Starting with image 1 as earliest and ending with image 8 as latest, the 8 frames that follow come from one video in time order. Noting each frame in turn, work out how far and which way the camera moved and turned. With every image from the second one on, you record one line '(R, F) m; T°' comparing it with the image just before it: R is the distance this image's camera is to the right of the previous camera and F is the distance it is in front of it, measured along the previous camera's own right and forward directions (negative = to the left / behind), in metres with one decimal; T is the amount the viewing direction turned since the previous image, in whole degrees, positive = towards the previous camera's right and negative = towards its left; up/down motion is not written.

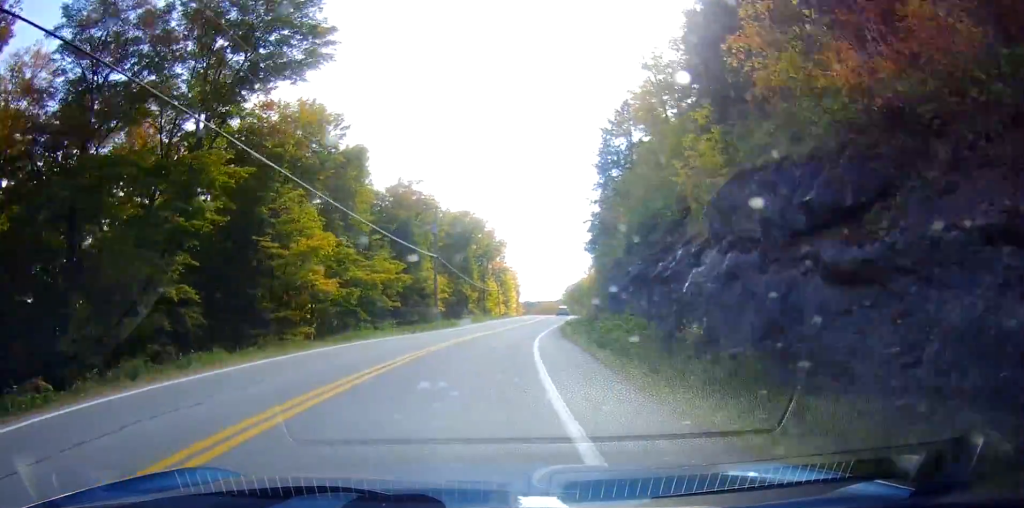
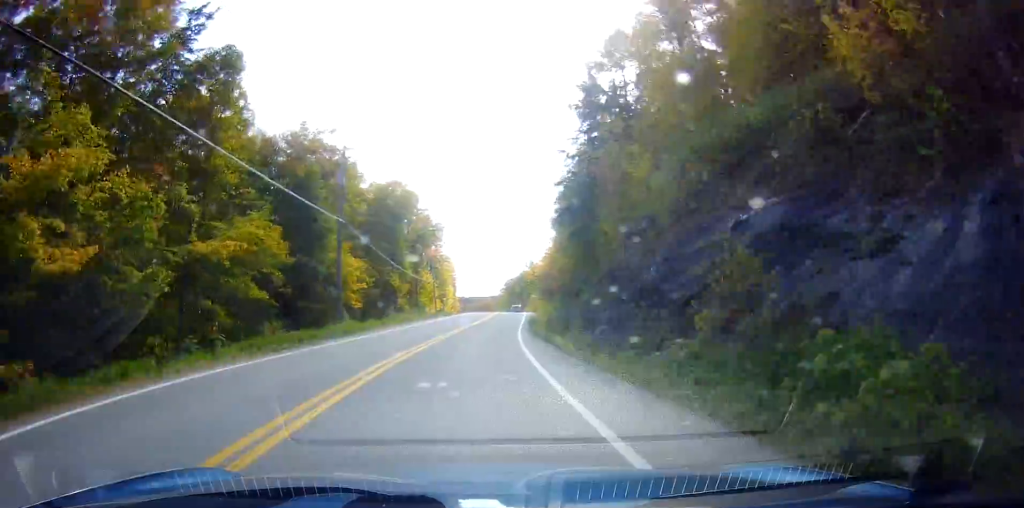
(0.0, +17.8) m; +3°
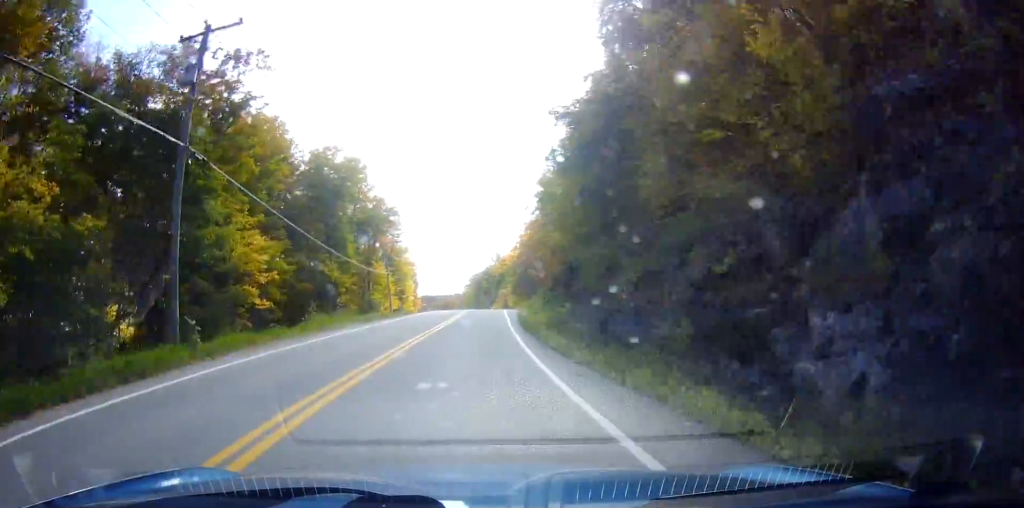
(-0.4, +15.6) m; +5°
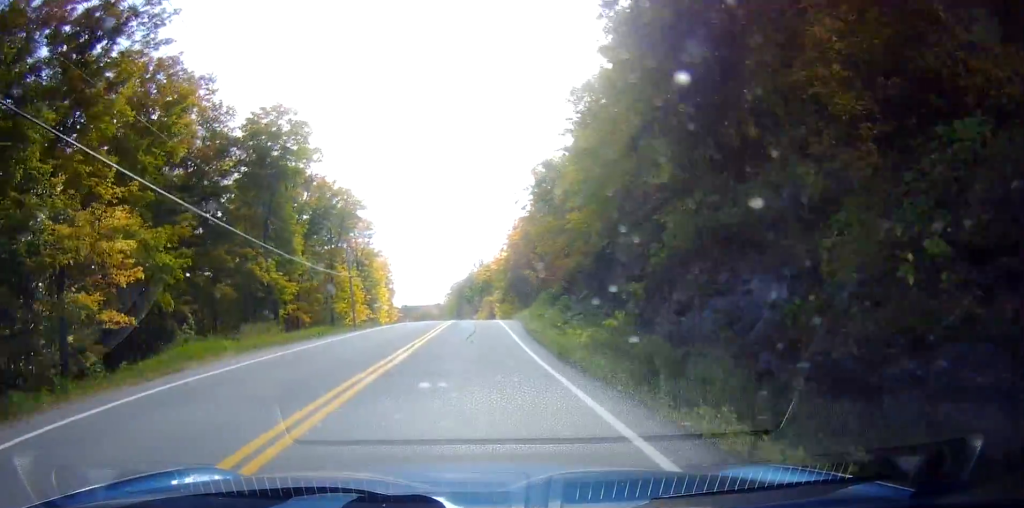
(+1.7, +13.1) m; +3°
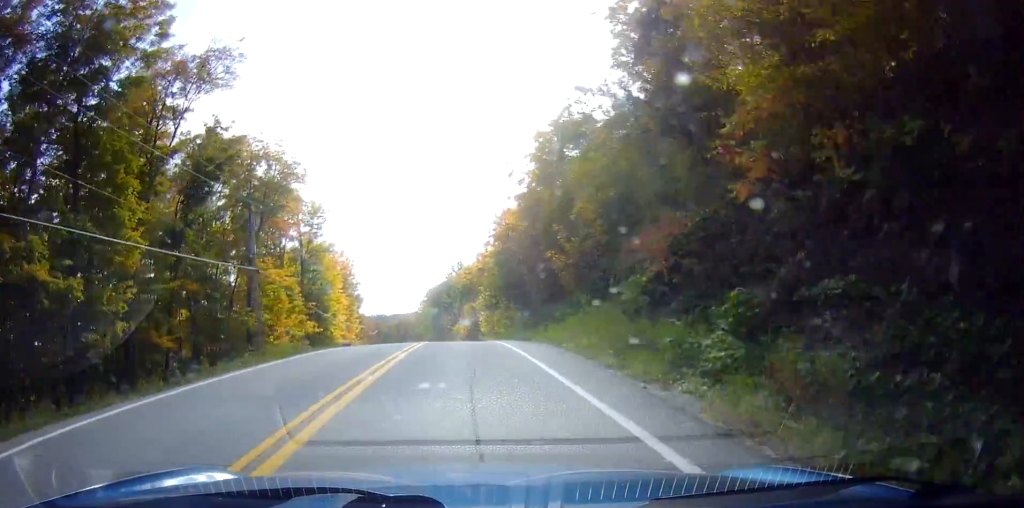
(+0.6, +21.7) m; 0°
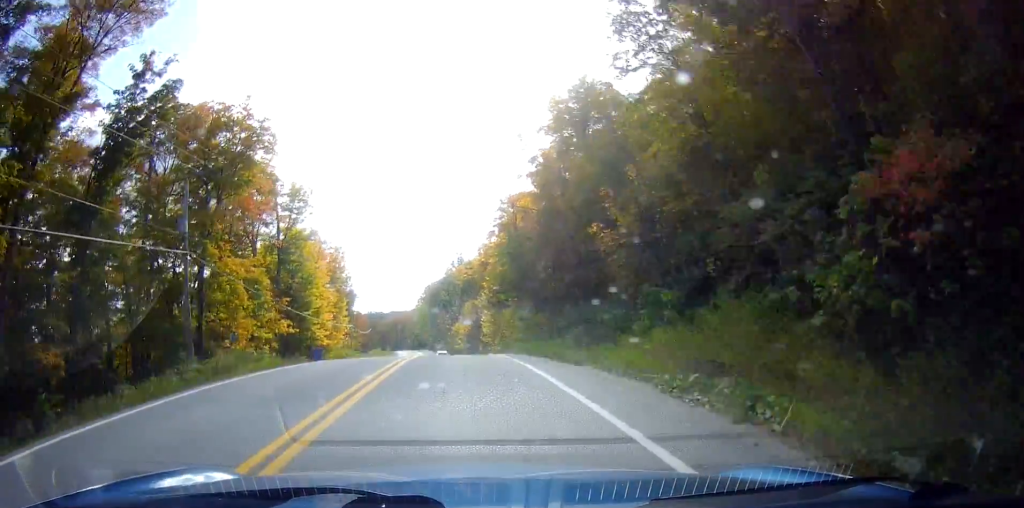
(-0.2, +9.7) m; -1°
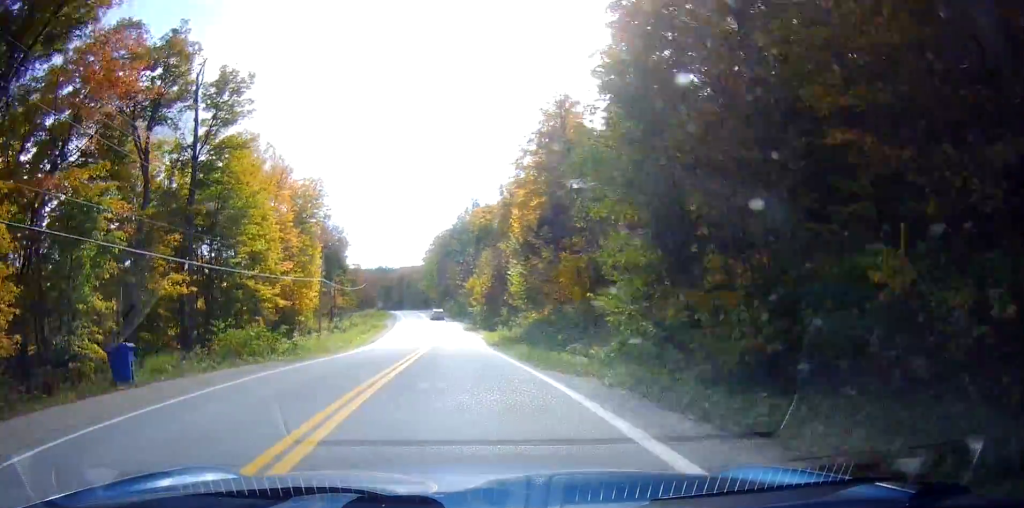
(-0.1, +24.8) m; 0°
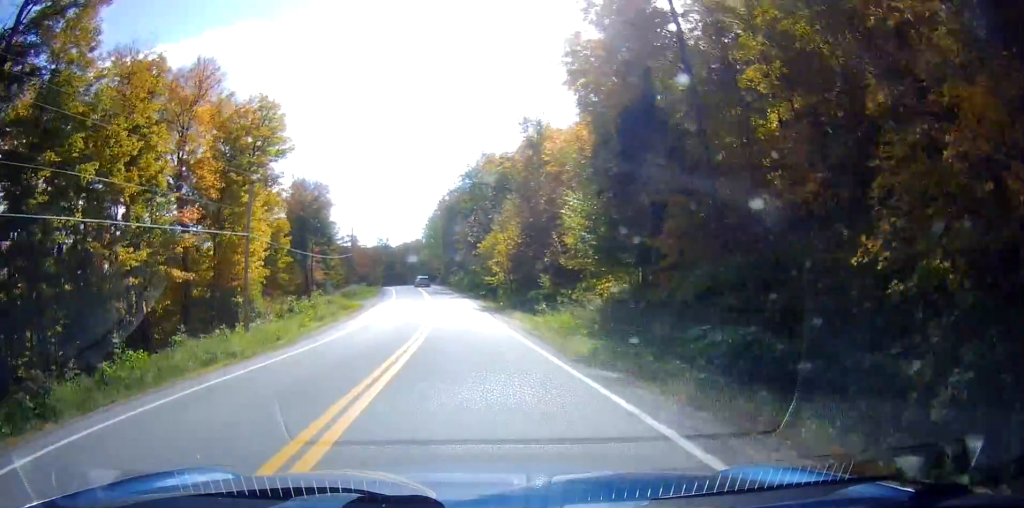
(0.0, +23.6) m; 0°
